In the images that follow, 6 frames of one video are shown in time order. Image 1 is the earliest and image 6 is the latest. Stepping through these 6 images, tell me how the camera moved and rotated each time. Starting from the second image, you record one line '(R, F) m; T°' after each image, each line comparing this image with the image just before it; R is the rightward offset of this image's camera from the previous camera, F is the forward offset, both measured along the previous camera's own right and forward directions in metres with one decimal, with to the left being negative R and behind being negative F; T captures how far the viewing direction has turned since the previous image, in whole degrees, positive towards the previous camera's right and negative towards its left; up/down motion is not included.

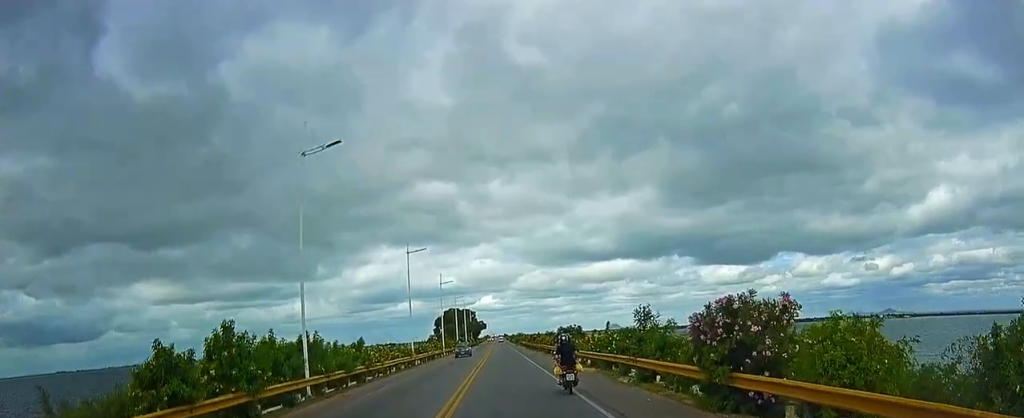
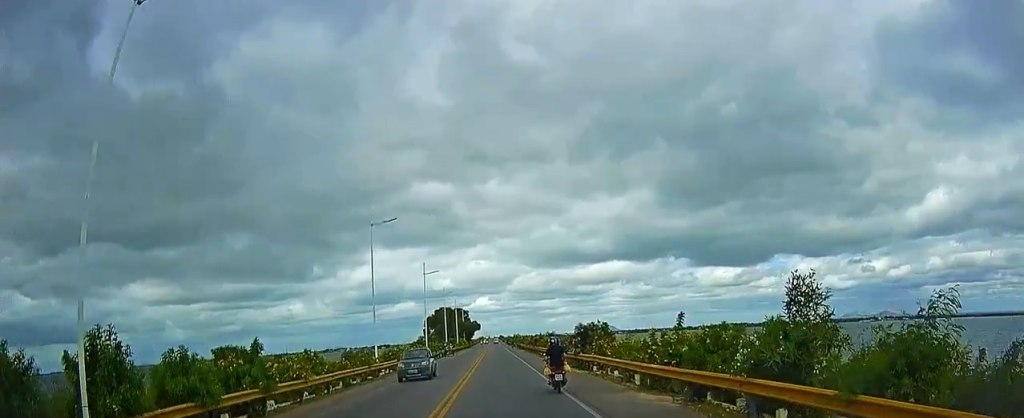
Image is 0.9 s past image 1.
(0.0, +13.8) m; 0°
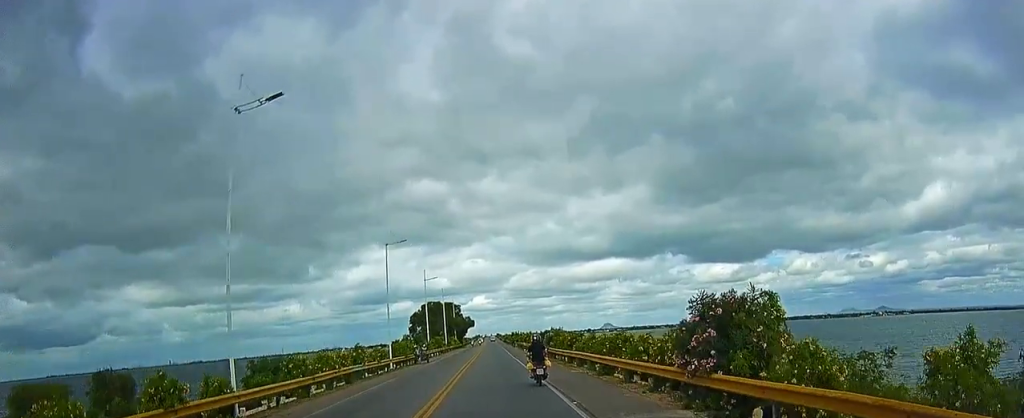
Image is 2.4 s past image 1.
(-0.1, +21.4) m; +2°
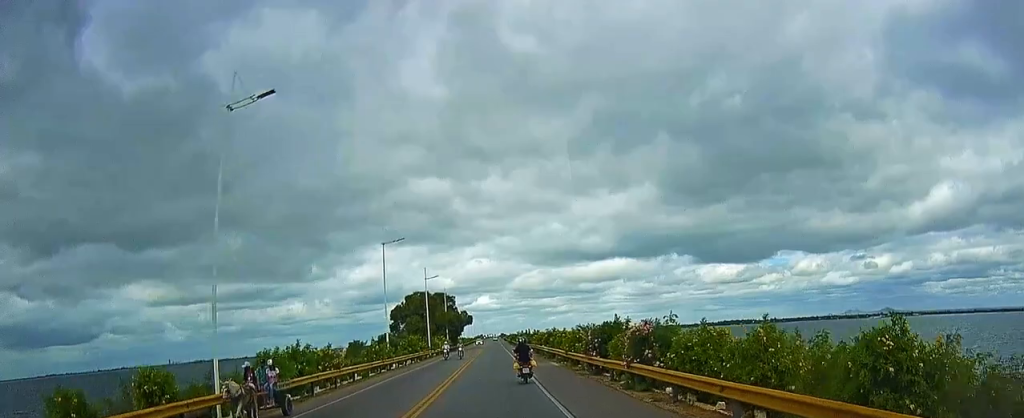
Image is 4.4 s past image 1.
(+0.5, +30.9) m; -1°
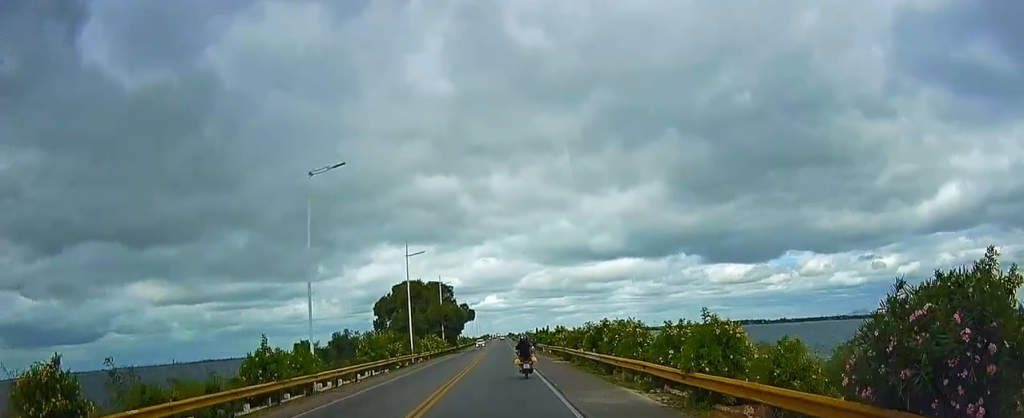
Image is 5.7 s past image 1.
(-0.2, +21.3) m; -1°
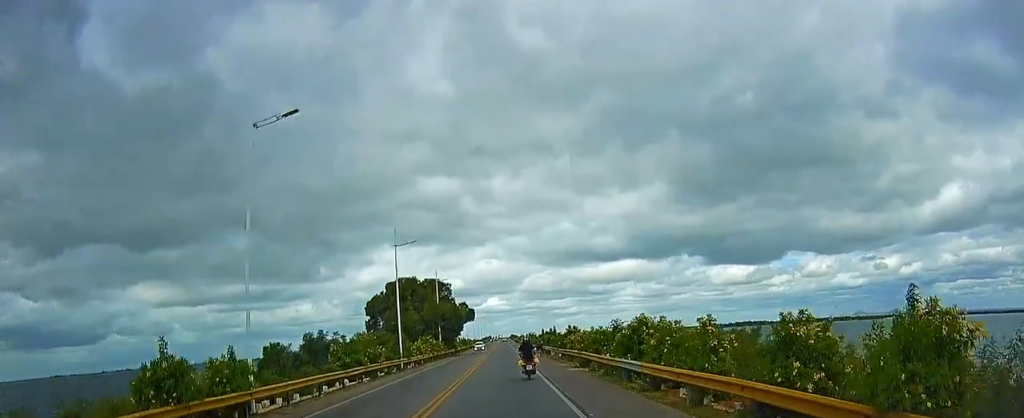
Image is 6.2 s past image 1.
(0.0, +7.3) m; 0°
